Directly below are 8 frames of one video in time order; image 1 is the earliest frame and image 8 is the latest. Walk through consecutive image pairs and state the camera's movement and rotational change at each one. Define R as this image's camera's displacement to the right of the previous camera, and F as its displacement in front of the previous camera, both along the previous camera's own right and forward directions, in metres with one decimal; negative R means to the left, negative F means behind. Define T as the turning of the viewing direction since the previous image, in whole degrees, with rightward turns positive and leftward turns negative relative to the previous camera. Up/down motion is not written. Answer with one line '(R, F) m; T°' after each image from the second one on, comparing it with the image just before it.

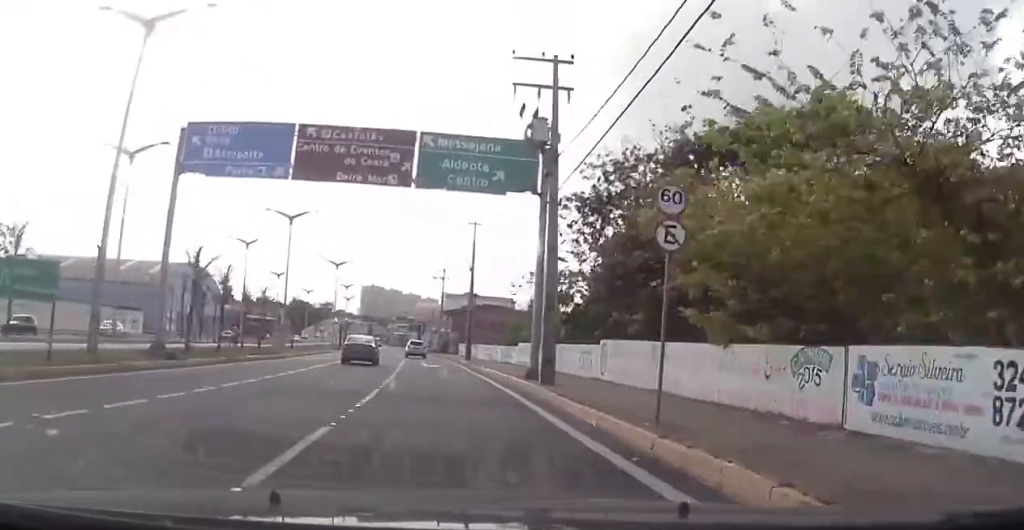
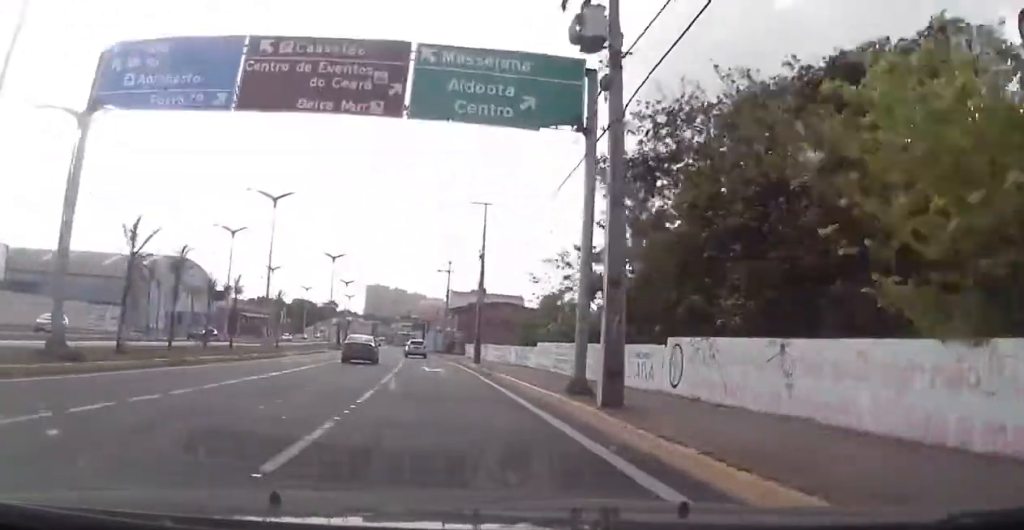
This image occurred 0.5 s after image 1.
(0.0, +7.1) m; -1°
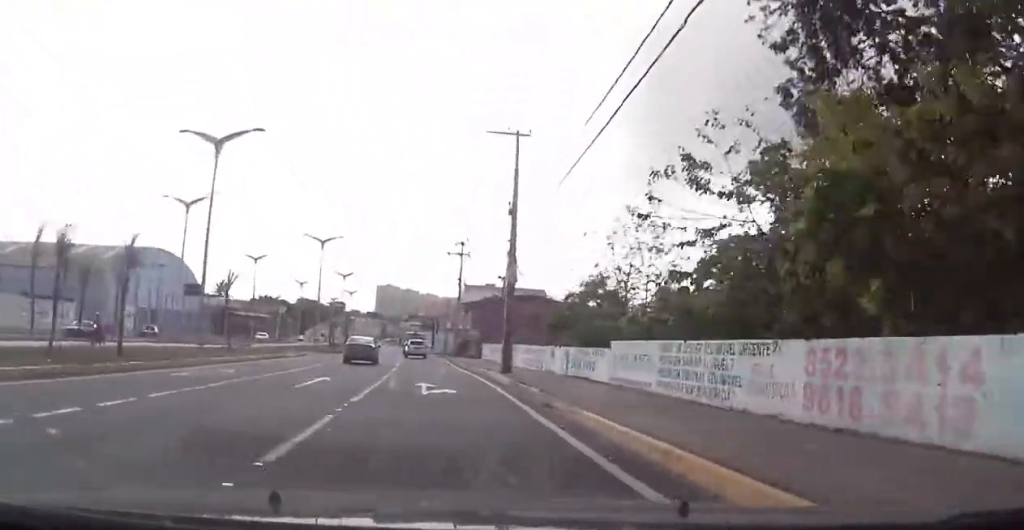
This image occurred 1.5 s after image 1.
(-0.2, +14.8) m; -1°
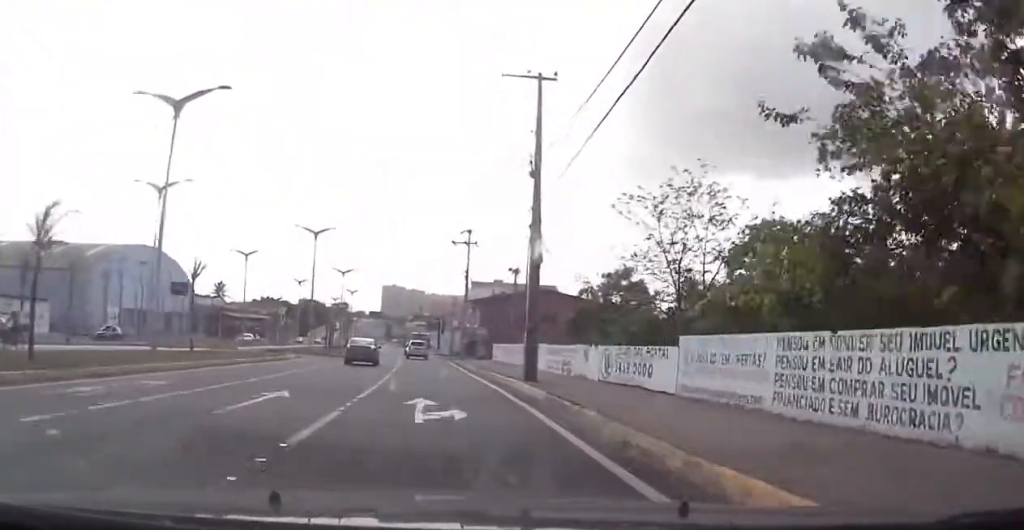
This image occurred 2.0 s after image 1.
(-0.2, +6.2) m; 0°
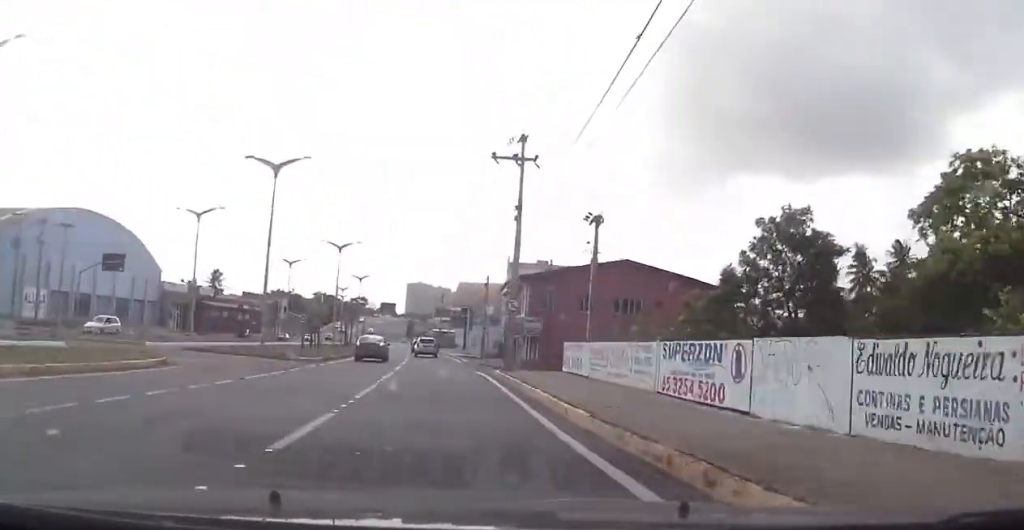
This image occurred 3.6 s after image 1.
(-0.3, +23.6) m; -3°
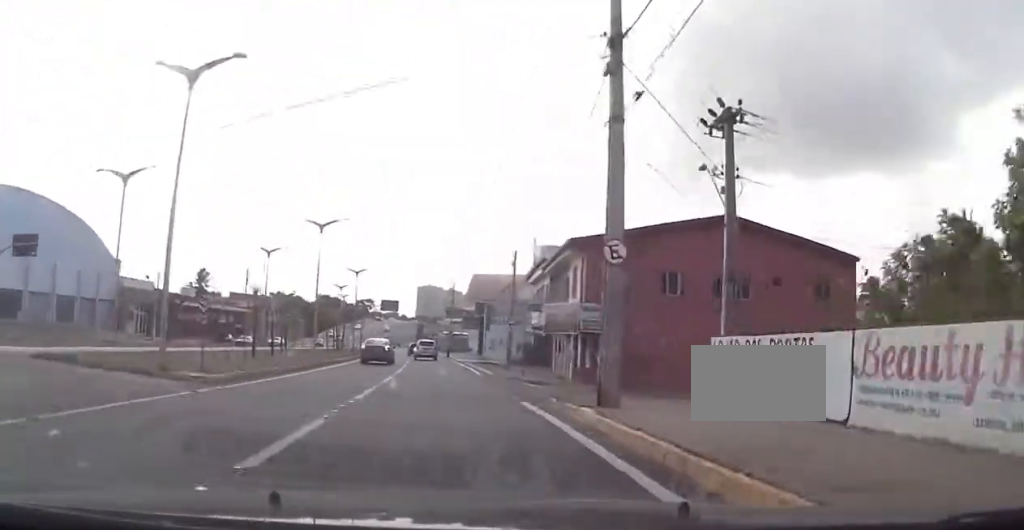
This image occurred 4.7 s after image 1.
(-0.3, +15.8) m; 0°
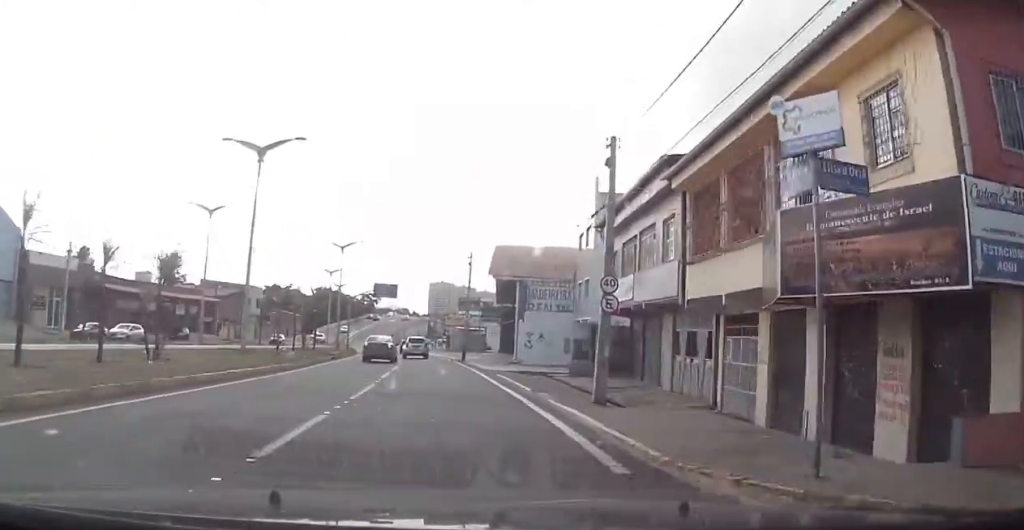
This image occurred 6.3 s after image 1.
(+0.1, +22.4) m; -2°
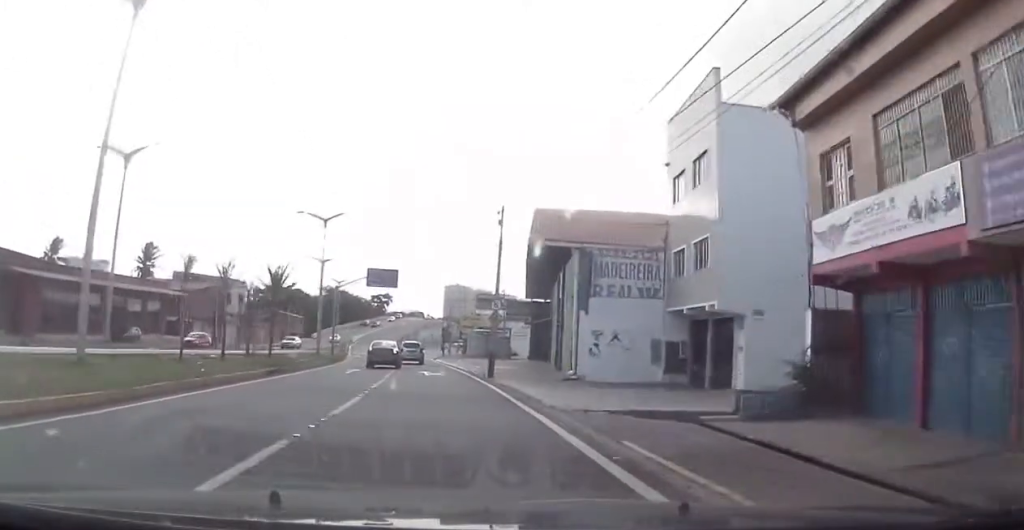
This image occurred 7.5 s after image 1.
(-0.5, +17.5) m; -2°
